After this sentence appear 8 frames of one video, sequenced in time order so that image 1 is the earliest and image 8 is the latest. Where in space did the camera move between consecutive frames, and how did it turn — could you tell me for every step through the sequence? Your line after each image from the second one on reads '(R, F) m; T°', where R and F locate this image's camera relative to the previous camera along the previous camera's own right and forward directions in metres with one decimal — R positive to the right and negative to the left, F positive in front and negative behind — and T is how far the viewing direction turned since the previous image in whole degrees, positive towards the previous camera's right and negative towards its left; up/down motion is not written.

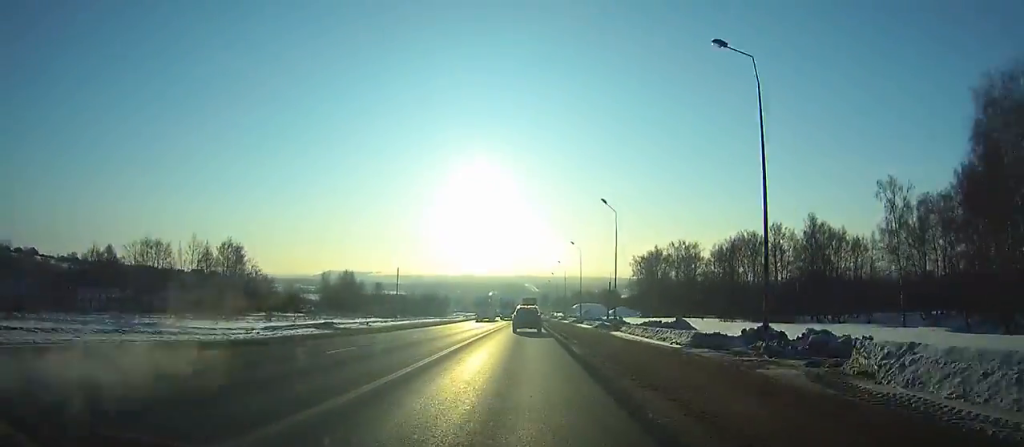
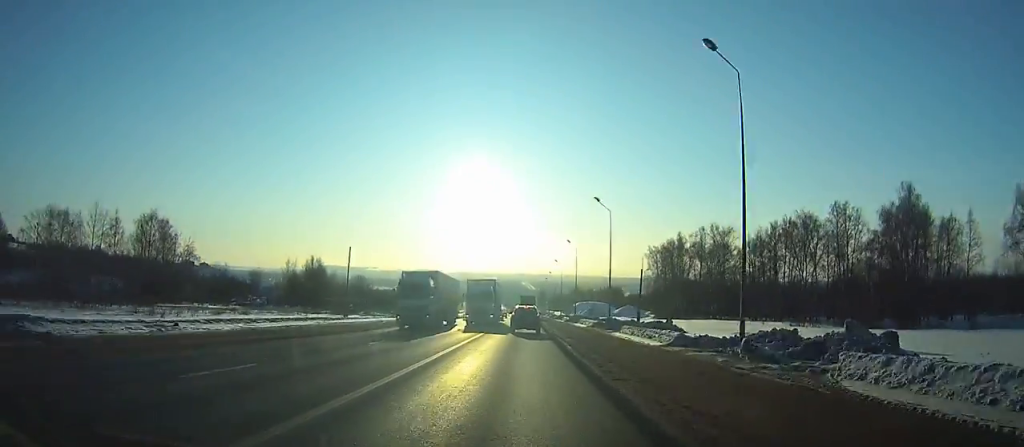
(0.0, +30.7) m; 0°
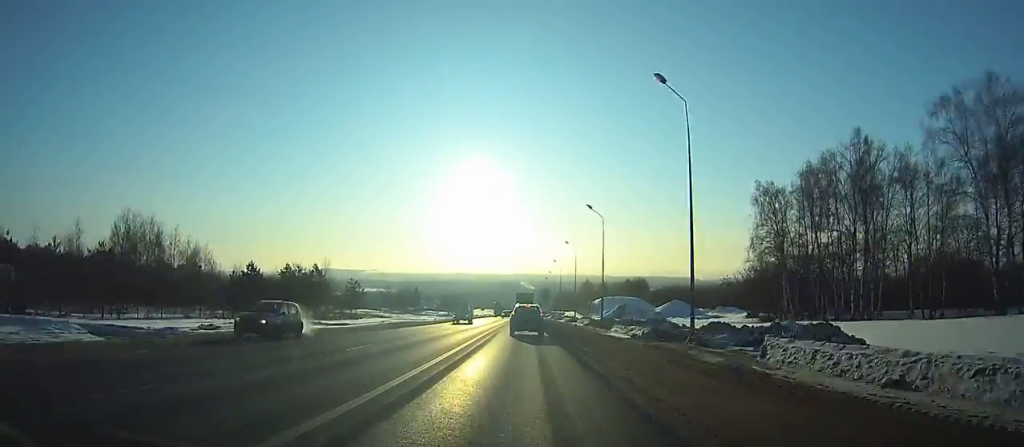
(+0.1, +86.5) m; 0°
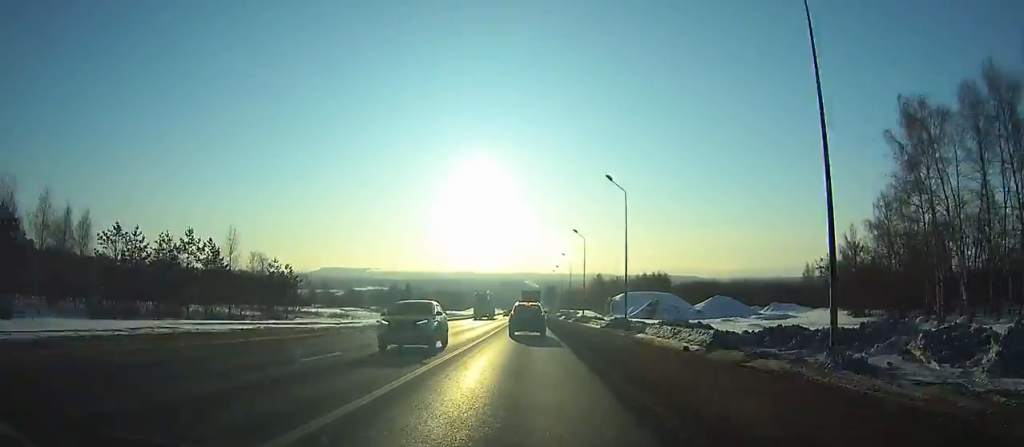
(-0.2, +39.2) m; 0°
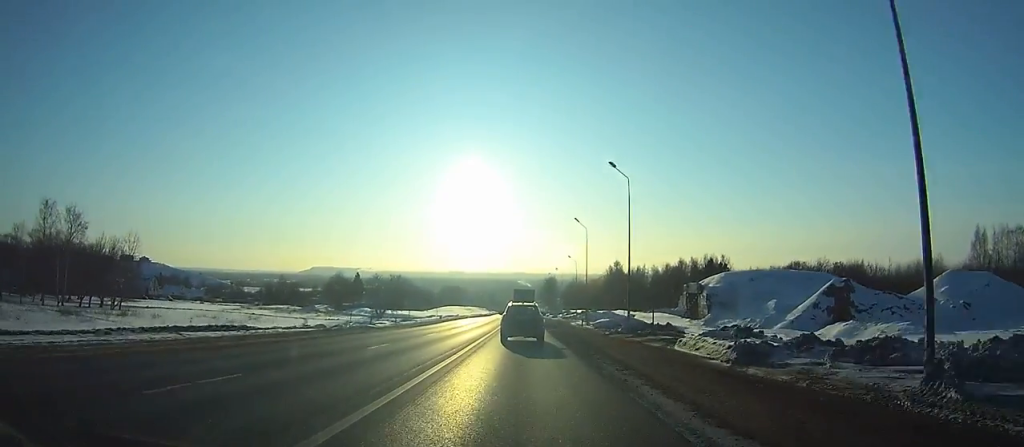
(+0.7, +89.7) m; +1°
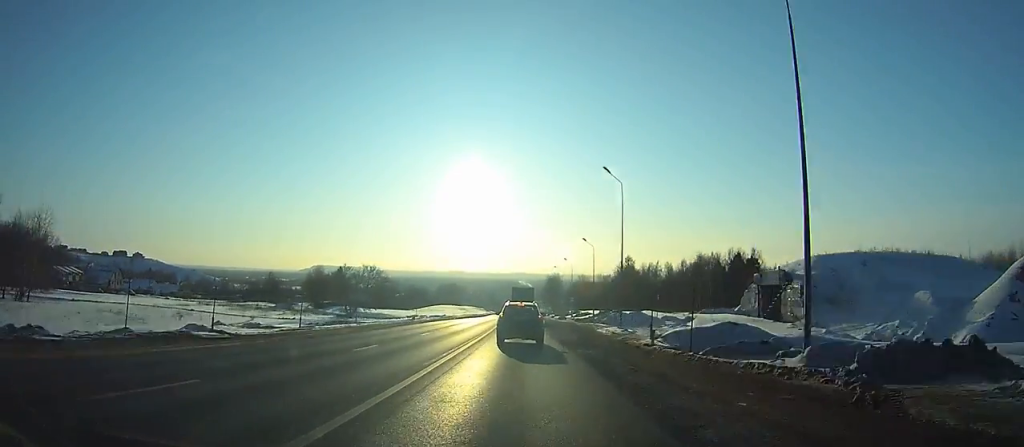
(+0.1, +24.4) m; 0°
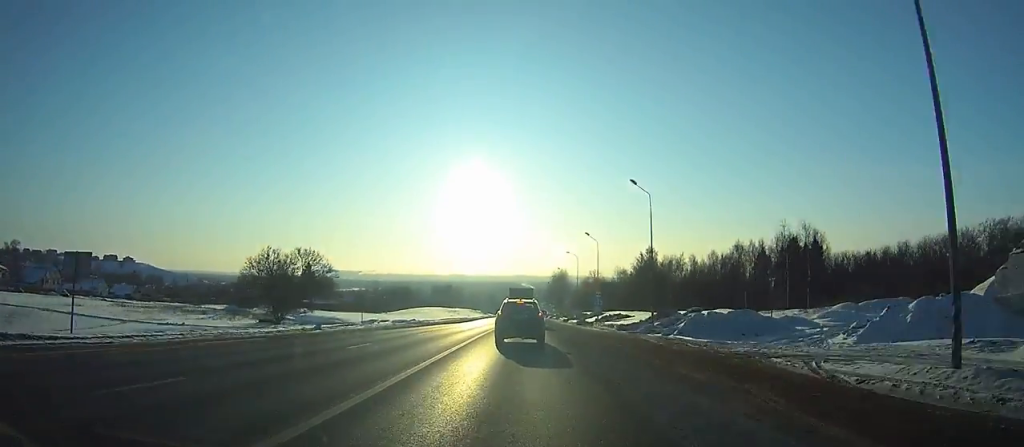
(-0.1, +36.2) m; 0°
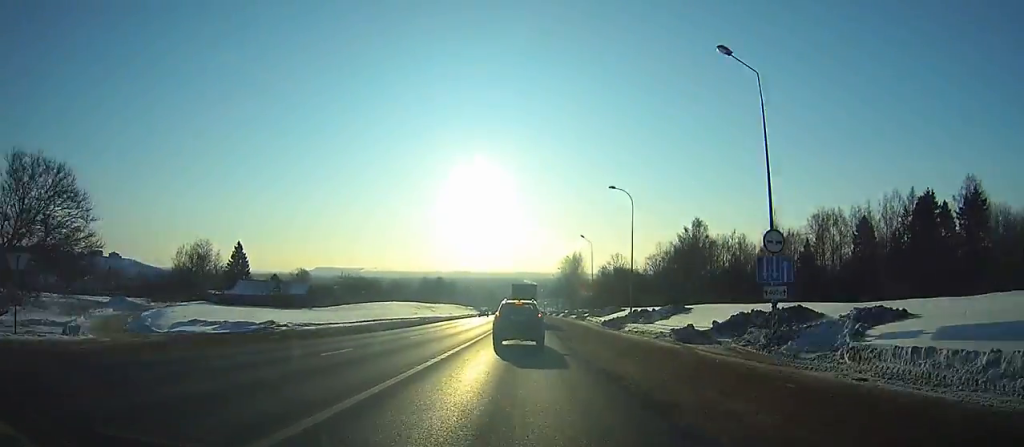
(-0.1, +51.1) m; 0°
